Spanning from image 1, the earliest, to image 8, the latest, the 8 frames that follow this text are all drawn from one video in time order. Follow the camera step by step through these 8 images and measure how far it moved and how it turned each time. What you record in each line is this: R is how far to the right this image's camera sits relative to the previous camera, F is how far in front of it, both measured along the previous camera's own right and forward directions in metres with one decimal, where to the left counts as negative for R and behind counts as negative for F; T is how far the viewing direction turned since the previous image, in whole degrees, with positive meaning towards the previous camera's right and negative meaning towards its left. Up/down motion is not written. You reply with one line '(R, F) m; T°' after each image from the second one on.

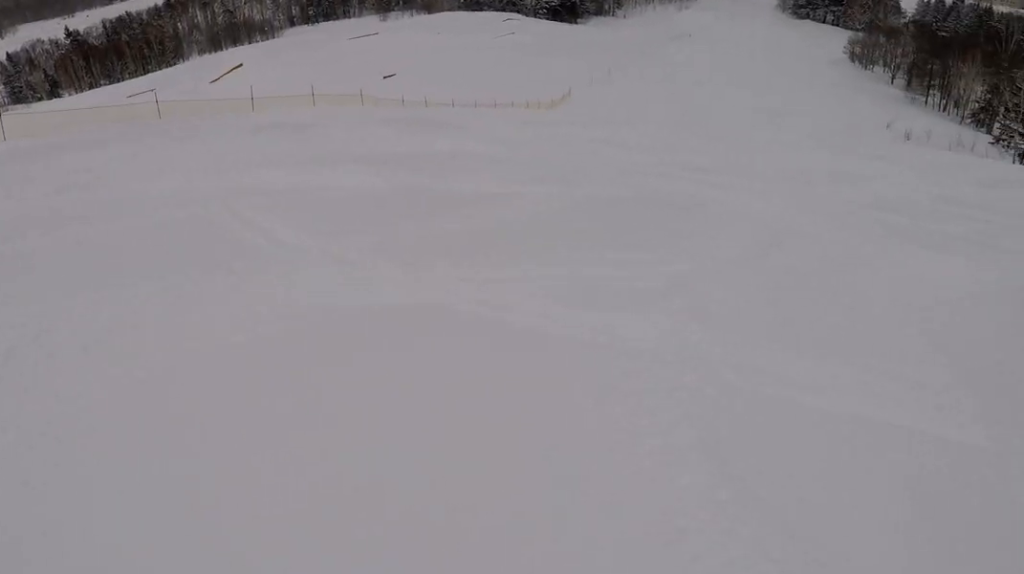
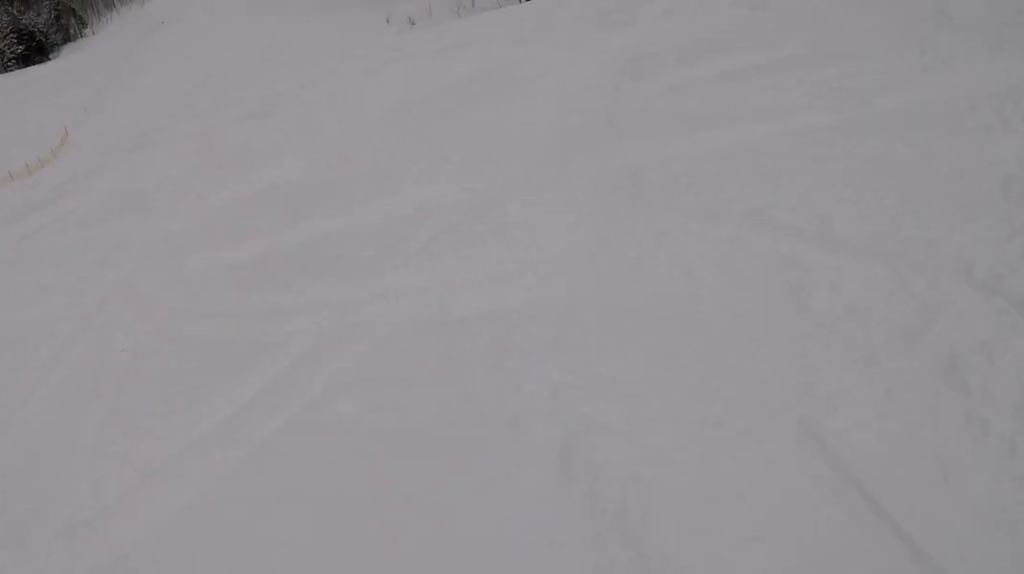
(+3.8, +5.1) m; +65°
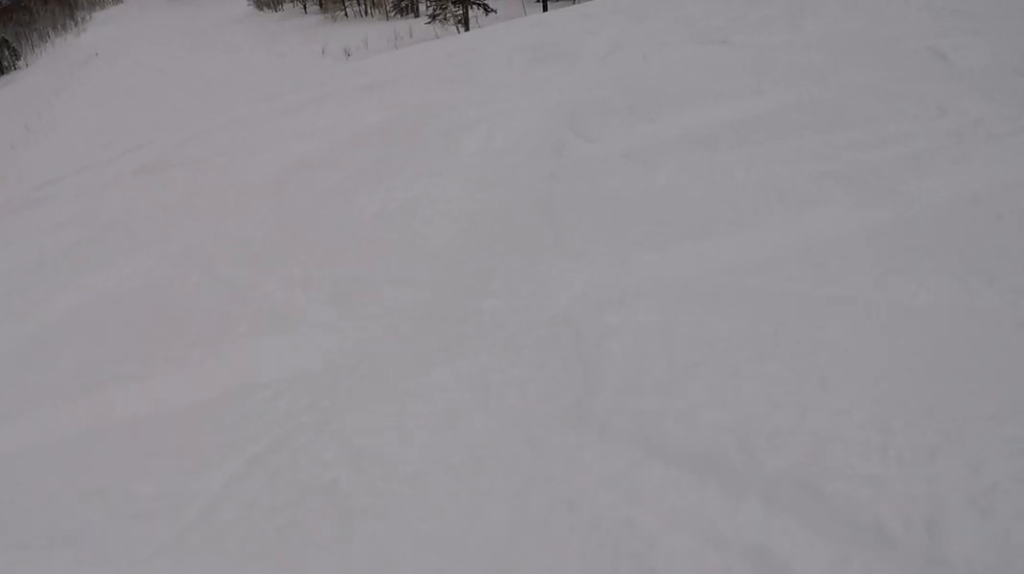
(+0.2, +1.8) m; +12°
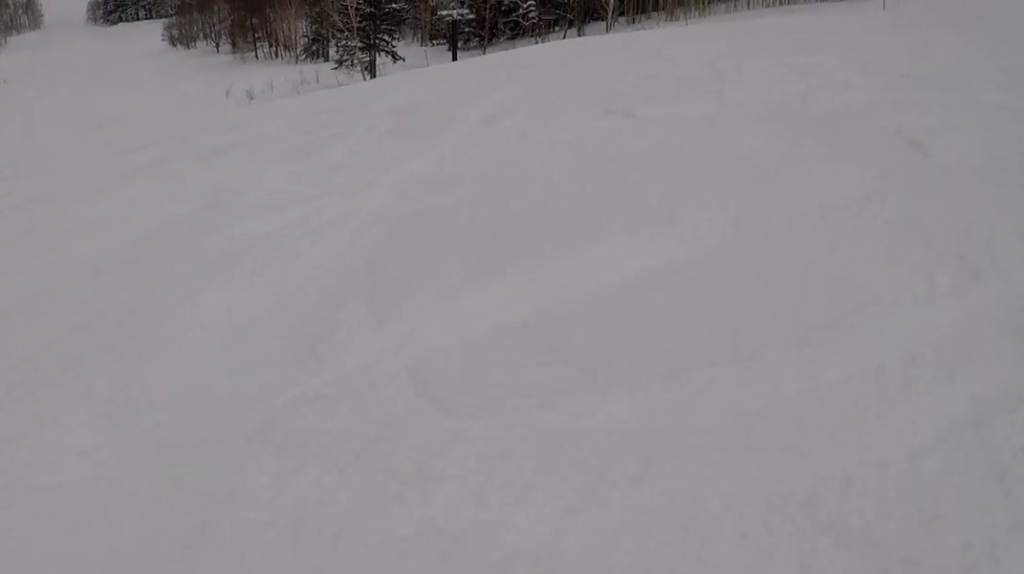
(+0.4, +3.2) m; +1°
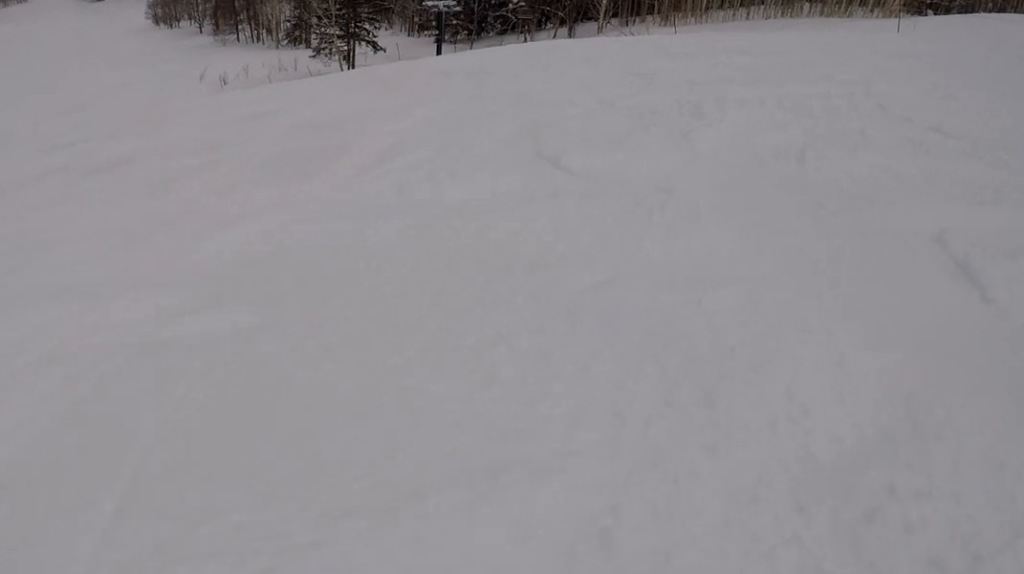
(0.0, +2.8) m; -10°
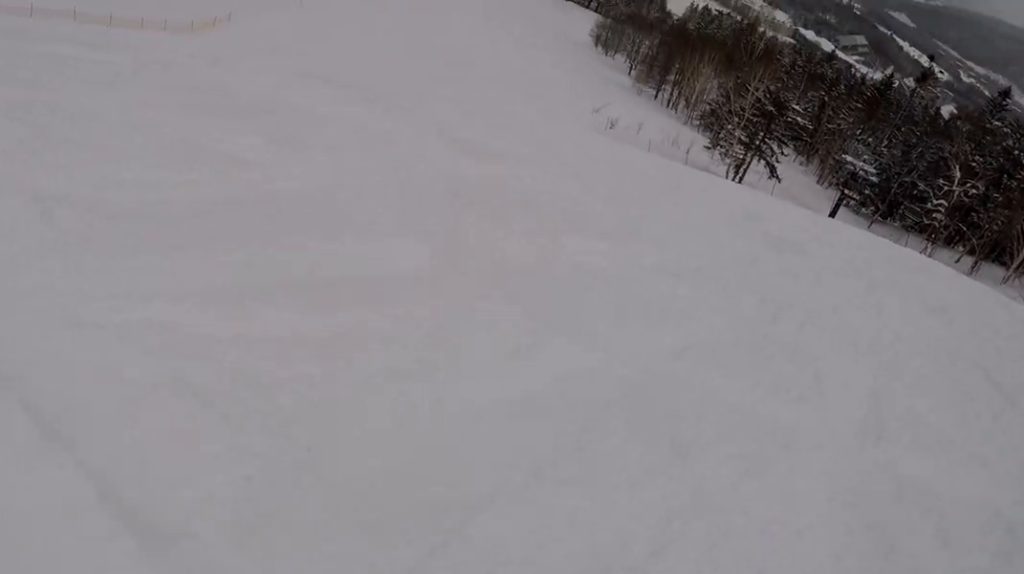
(-1.6, +4.6) m; -38°
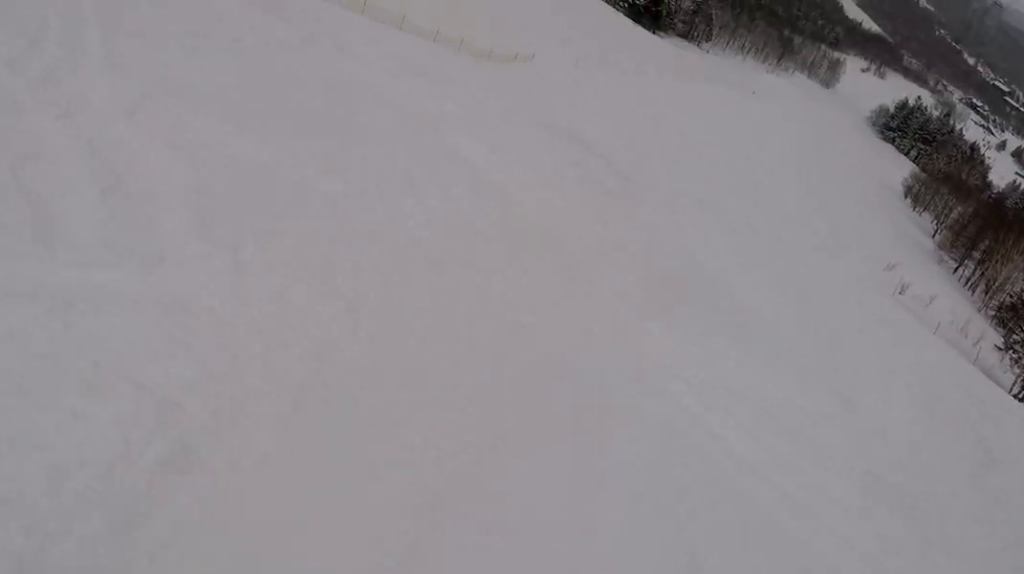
(-1.1, +4.4) m; -28°
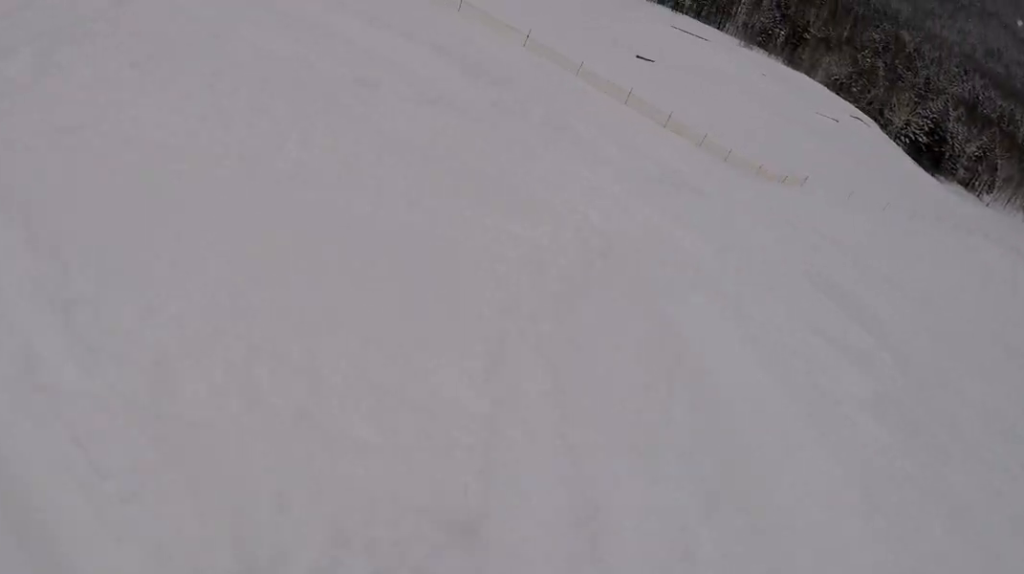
(0.0, +2.7) m; -16°
